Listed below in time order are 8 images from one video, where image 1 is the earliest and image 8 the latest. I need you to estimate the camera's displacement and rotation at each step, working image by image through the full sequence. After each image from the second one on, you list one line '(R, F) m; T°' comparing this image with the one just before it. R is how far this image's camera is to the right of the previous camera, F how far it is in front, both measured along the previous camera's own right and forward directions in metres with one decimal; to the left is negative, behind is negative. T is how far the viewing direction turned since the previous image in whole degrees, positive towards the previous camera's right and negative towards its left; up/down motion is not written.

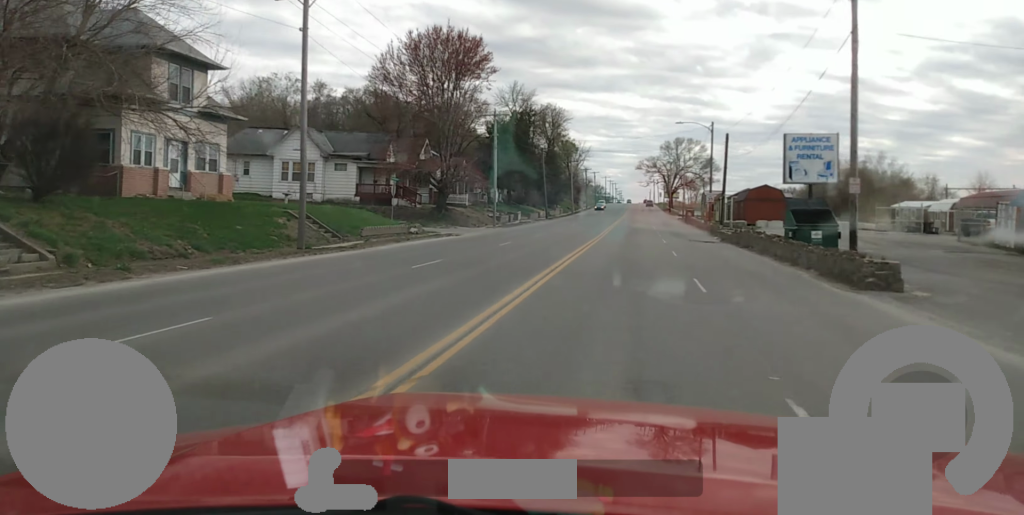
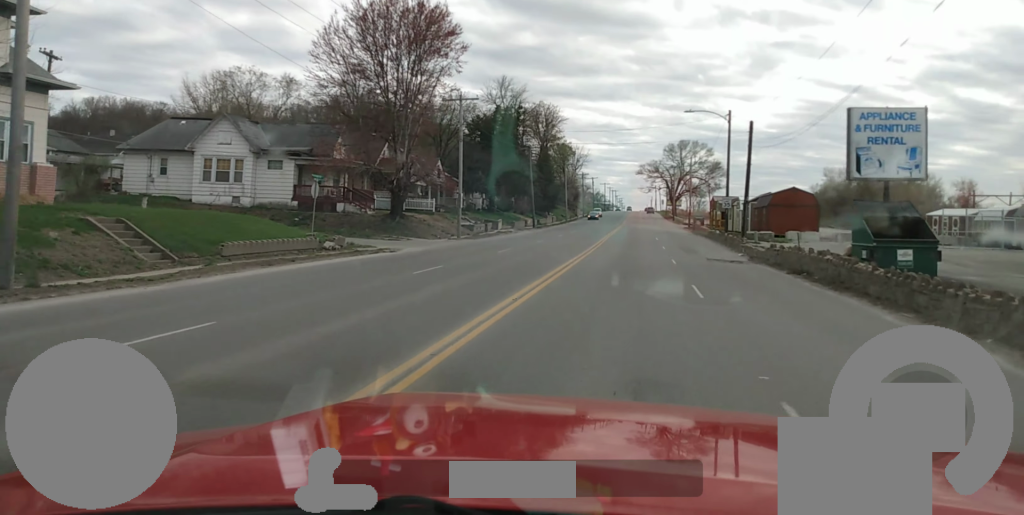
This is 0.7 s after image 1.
(-0.1, +12.2) m; 0°
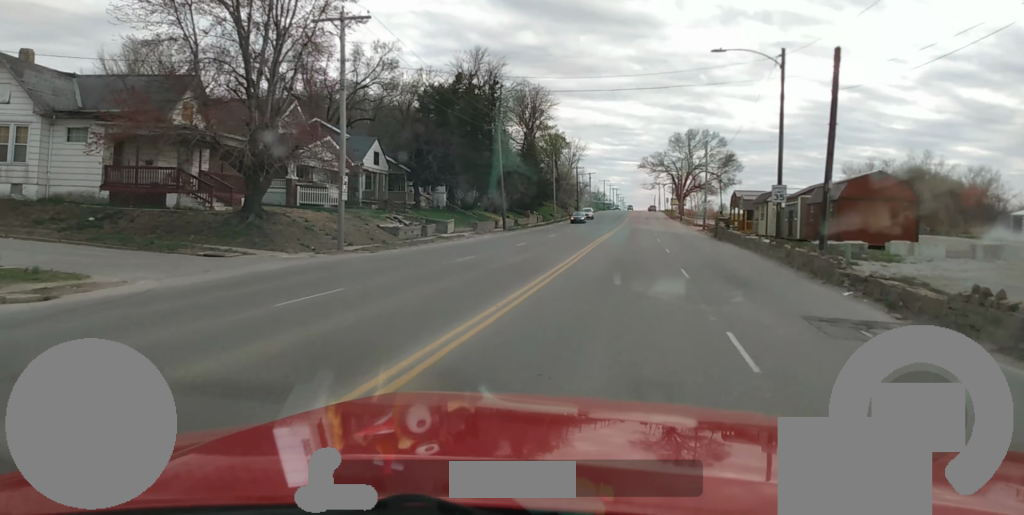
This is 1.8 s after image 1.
(+0.2, +19.0) m; +1°
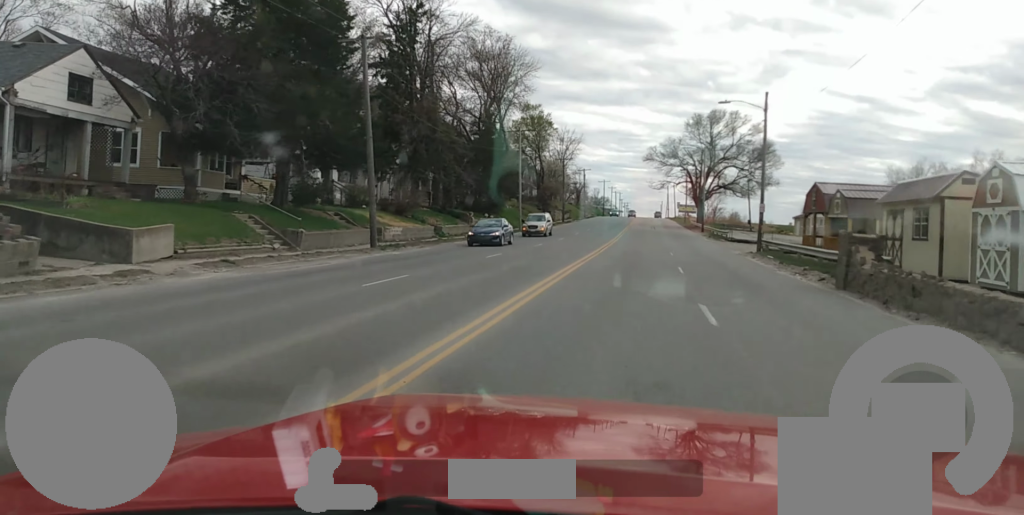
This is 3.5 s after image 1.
(-0.1, +31.6) m; -1°
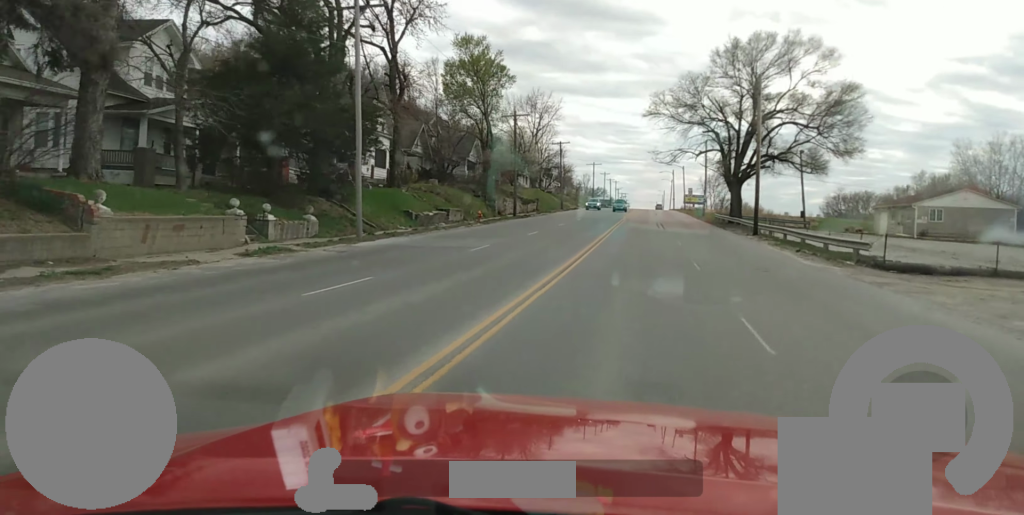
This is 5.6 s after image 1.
(+0.1, +39.2) m; +1°
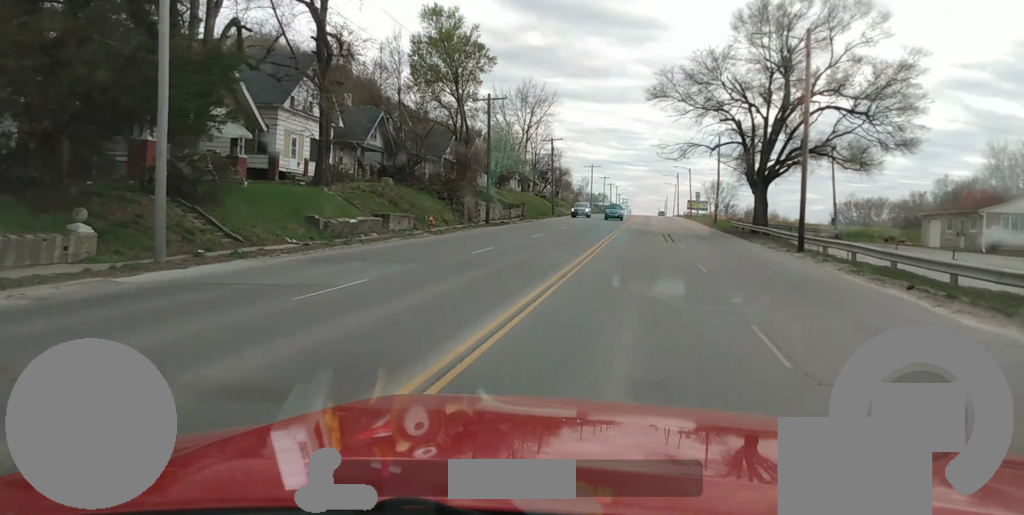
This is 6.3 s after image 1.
(+0.1, +12.9) m; -1°
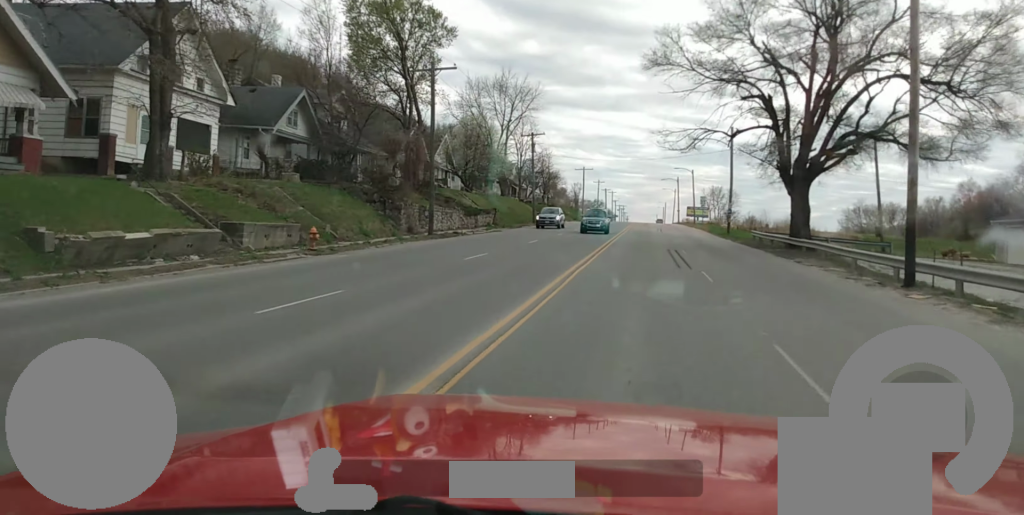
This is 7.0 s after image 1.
(-0.3, +13.5) m; -1°
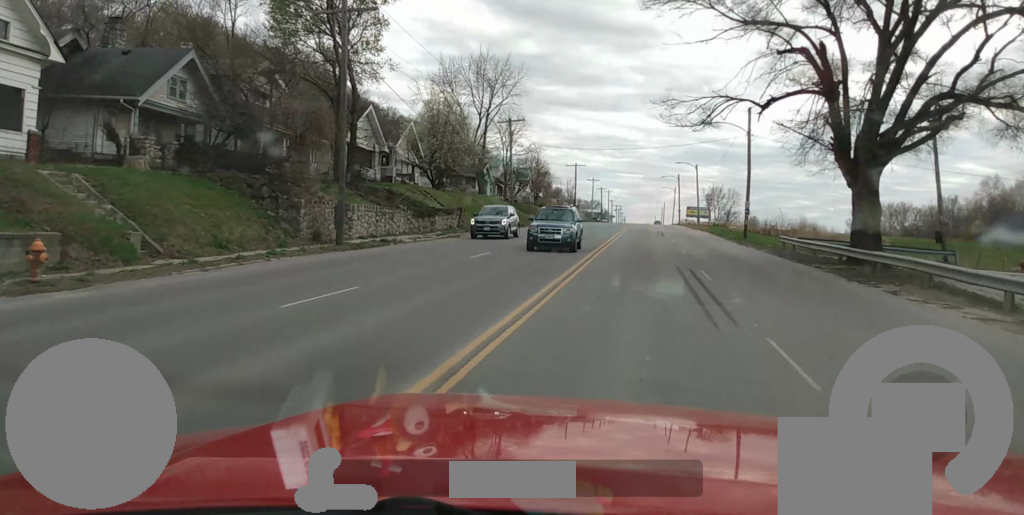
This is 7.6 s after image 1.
(0.0, +12.2) m; +1°
